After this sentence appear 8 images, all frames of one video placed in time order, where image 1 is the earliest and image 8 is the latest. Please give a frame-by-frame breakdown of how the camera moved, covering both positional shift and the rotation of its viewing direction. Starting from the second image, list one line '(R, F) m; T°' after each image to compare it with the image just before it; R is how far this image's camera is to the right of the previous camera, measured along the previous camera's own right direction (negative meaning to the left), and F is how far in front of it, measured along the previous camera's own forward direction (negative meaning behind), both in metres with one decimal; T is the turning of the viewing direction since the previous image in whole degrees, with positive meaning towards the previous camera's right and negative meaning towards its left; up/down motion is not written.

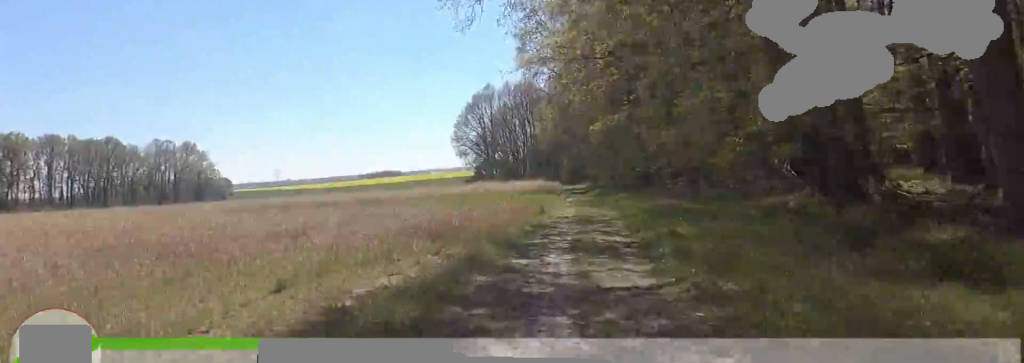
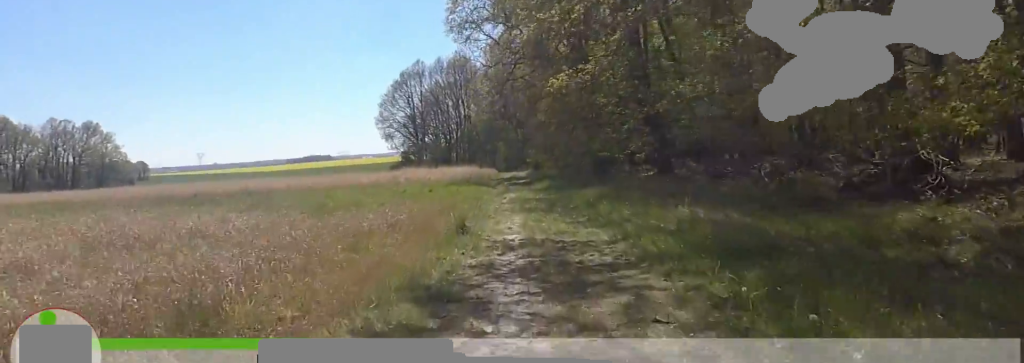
(+1.1, +7.8) m; +14°
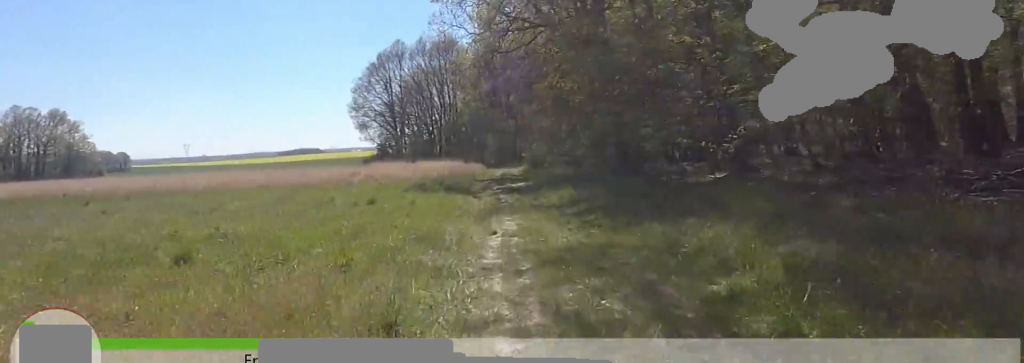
(+0.2, +10.9) m; 0°
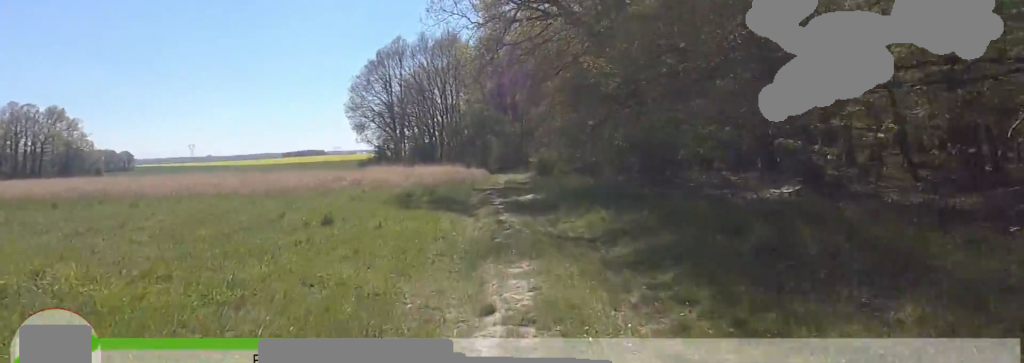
(0.0, +4.9) m; -2°
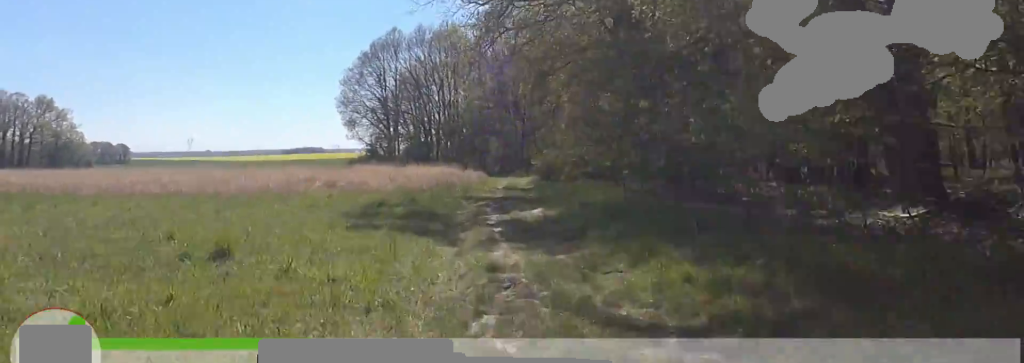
(-0.2, +5.3) m; -1°
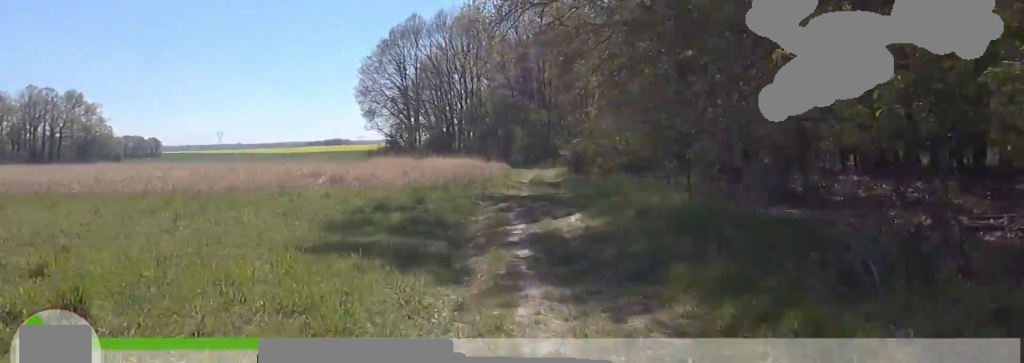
(0.0, +3.8) m; 0°
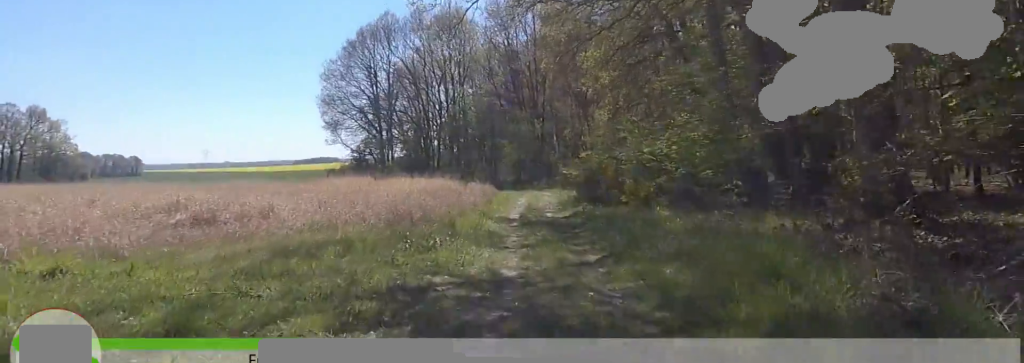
(+0.4, +11.7) m; -1°
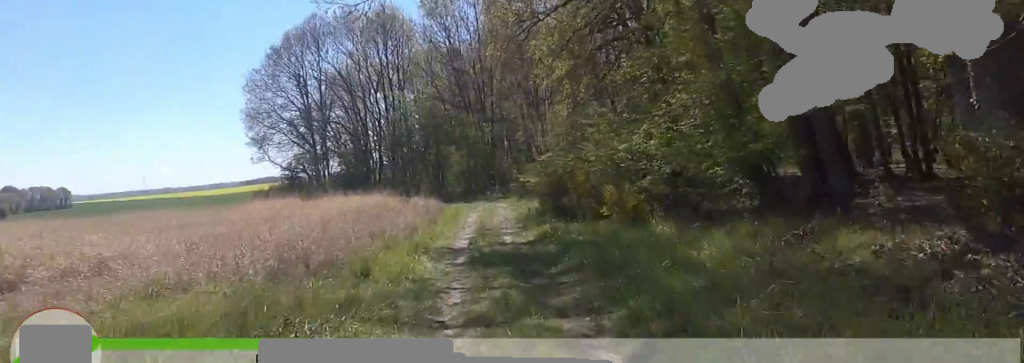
(-0.3, +5.2) m; -1°
